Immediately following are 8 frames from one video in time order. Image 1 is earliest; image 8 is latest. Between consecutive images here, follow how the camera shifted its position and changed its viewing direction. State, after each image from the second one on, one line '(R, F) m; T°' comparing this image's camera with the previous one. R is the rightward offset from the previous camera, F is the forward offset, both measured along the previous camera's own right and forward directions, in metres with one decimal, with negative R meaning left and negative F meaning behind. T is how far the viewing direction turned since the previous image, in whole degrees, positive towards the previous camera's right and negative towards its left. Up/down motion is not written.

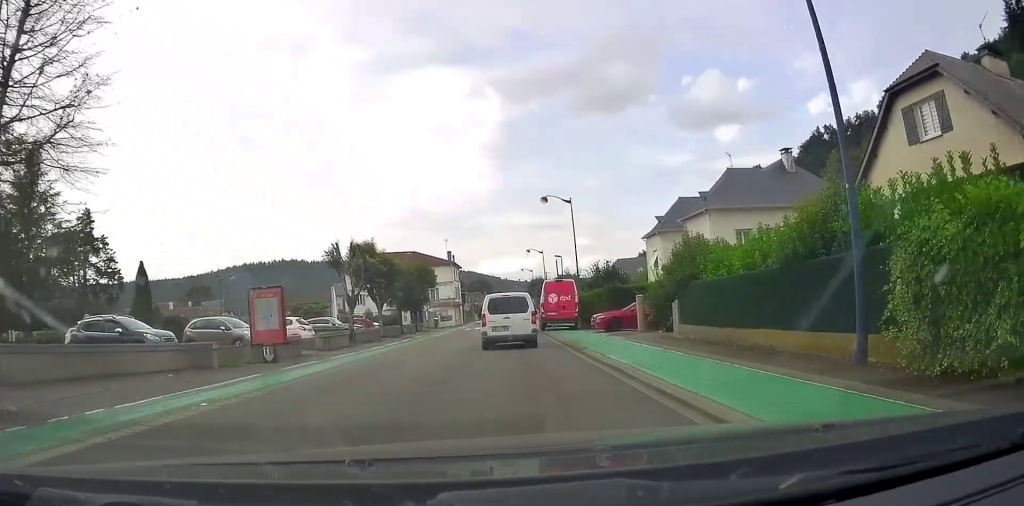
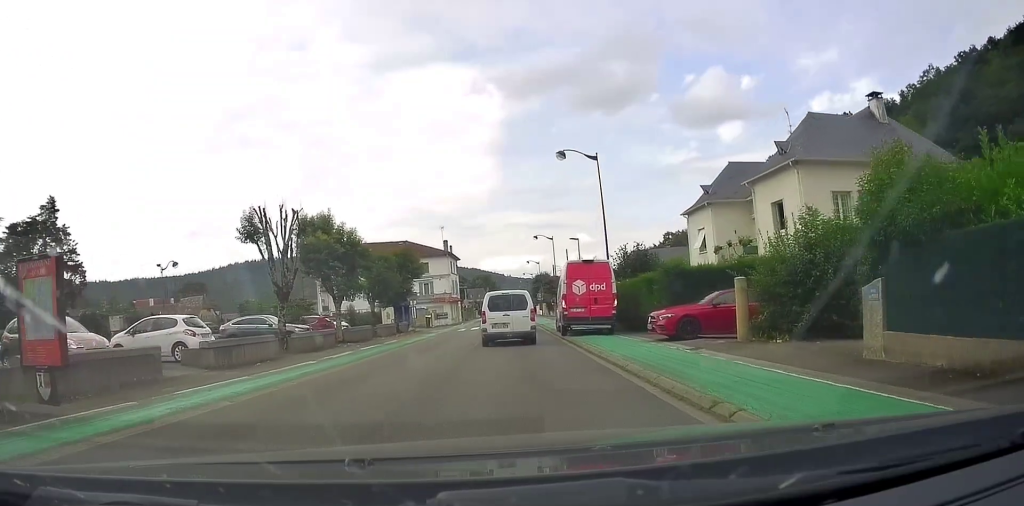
(0.0, +10.8) m; 0°
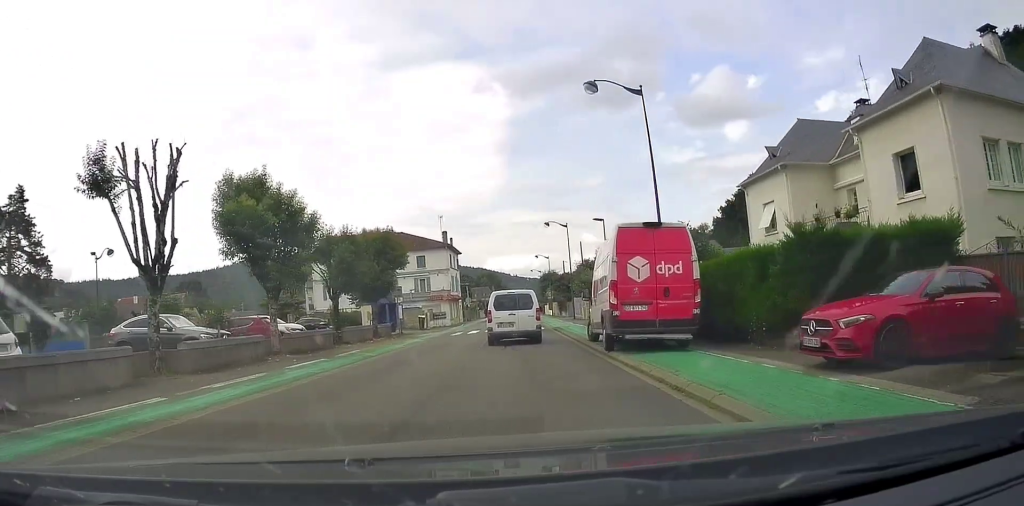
(0.0, +8.9) m; 0°
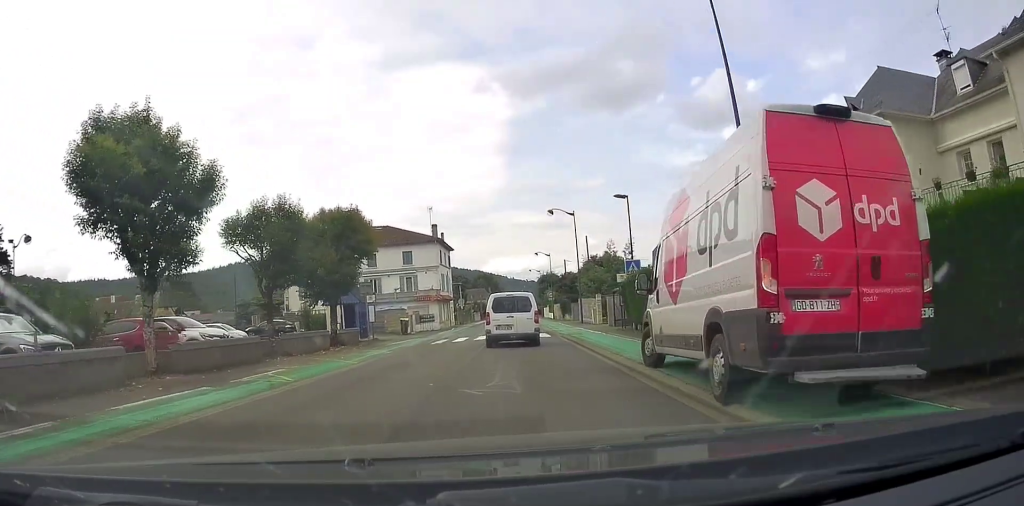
(0.0, +7.5) m; 0°
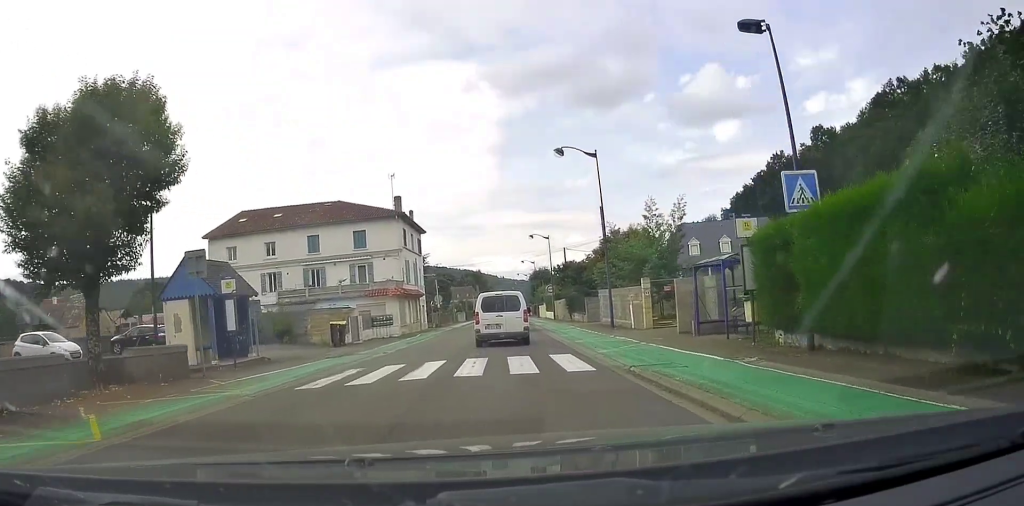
(0.0, +16.1) m; 0°
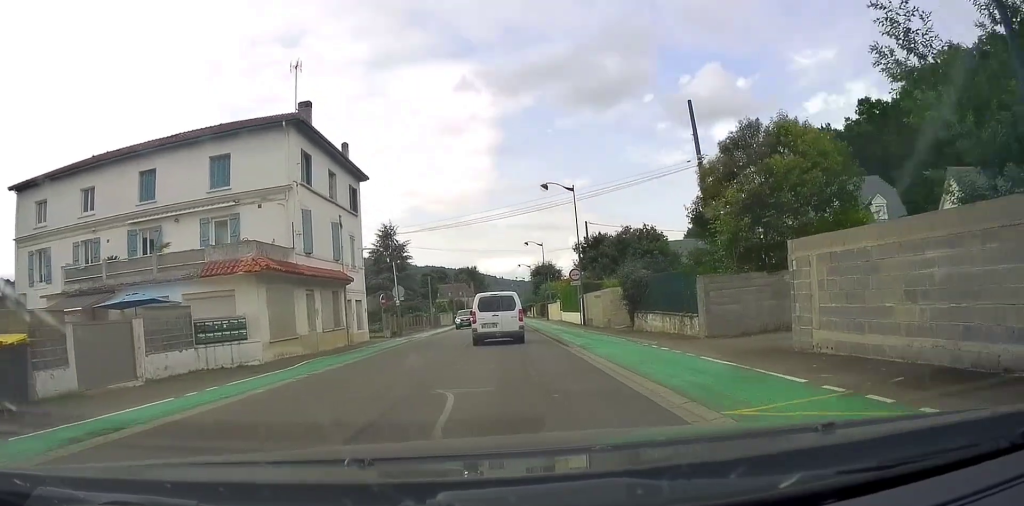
(-0.4, +24.5) m; -1°
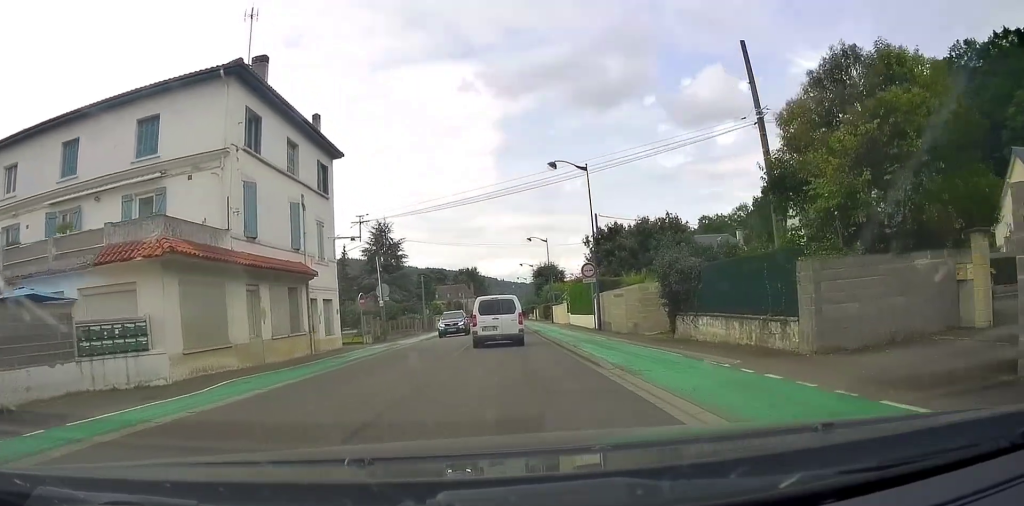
(0.0, +5.9) m; +1°
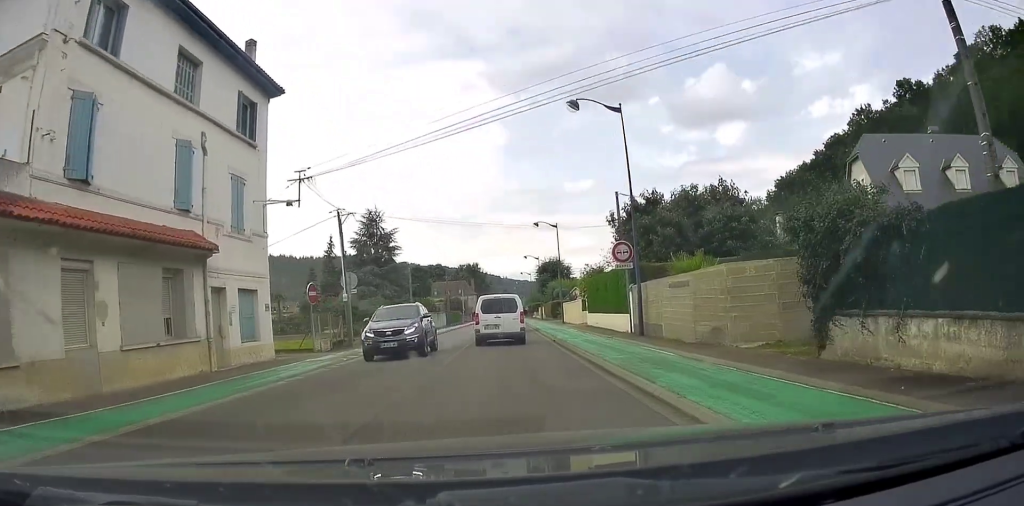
(+0.1, +8.8) m; +2°
